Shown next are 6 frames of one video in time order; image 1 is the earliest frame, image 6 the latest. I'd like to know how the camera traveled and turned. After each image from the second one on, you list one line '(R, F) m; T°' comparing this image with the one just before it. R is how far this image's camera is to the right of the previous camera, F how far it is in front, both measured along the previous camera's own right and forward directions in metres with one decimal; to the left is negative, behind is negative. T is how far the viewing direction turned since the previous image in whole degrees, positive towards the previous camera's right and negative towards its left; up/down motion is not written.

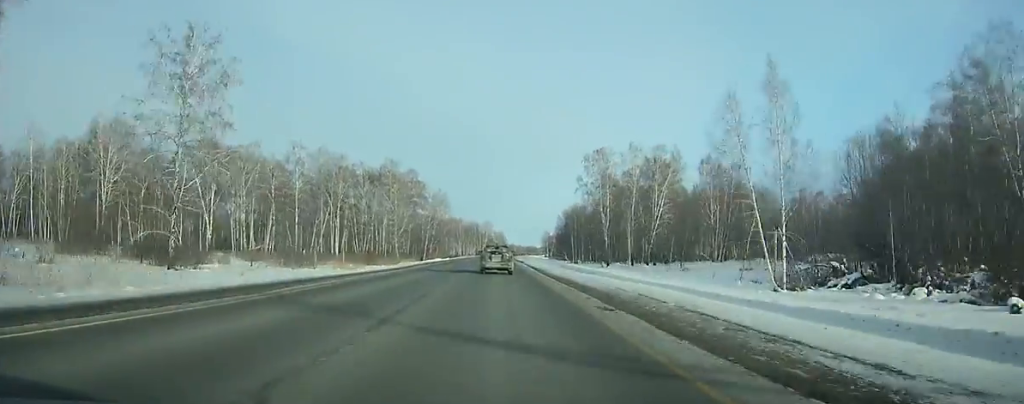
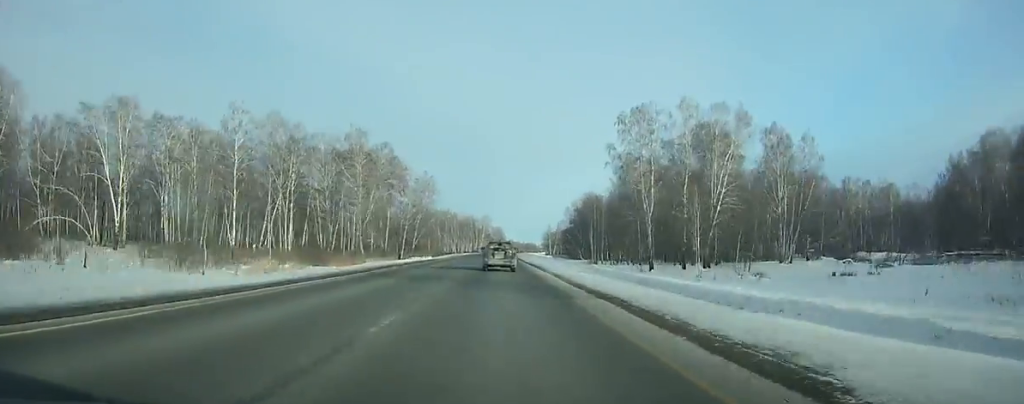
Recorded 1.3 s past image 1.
(-0.1, +36.0) m; 0°
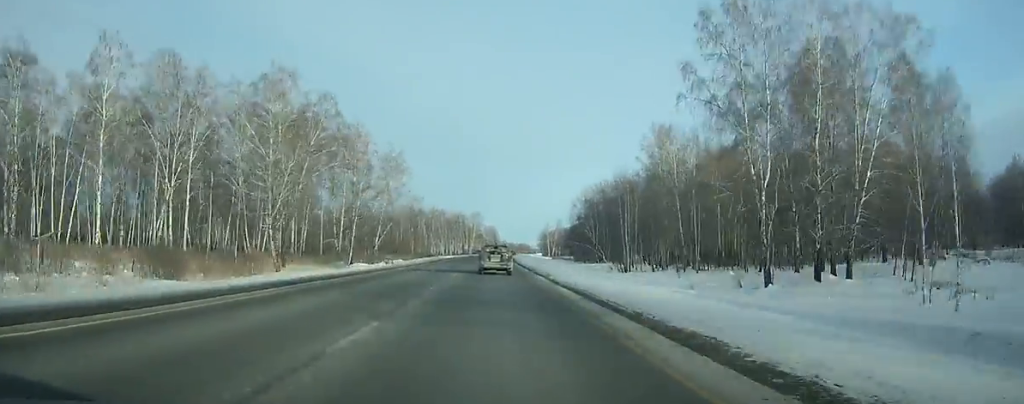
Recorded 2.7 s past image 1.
(+0.2, +37.1) m; 0°
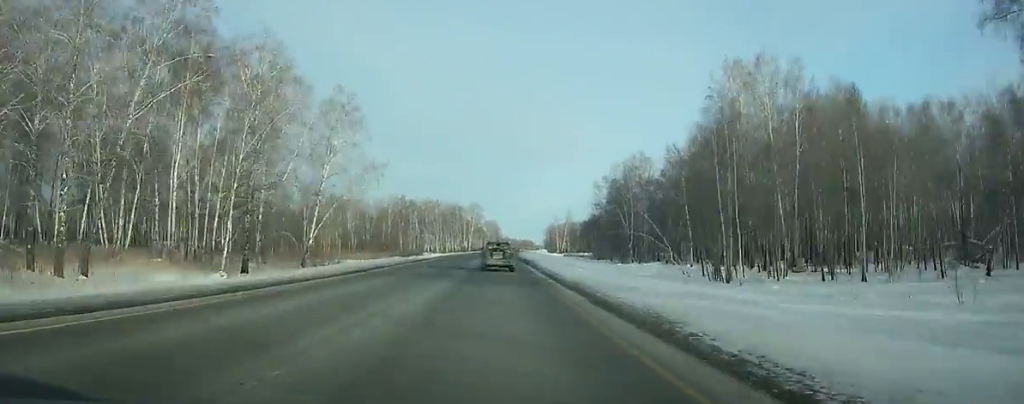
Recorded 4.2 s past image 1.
(0.0, +39.8) m; 0°
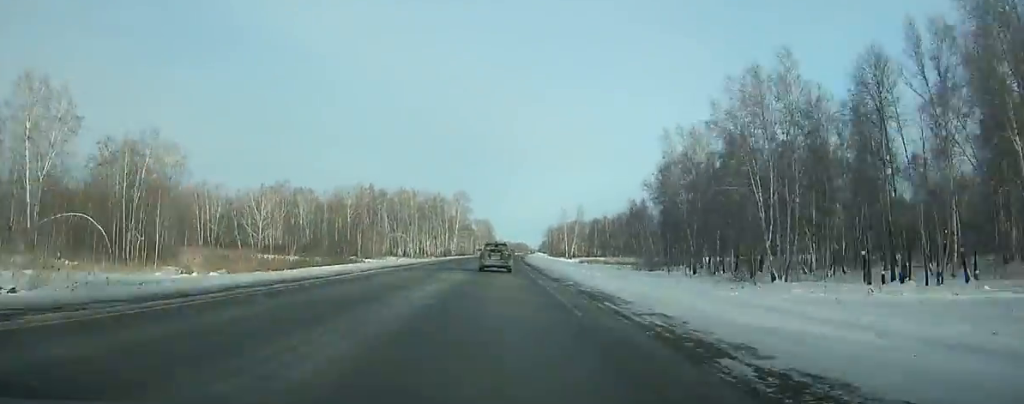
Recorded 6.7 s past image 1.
(+0.2, +64.0) m; +1°
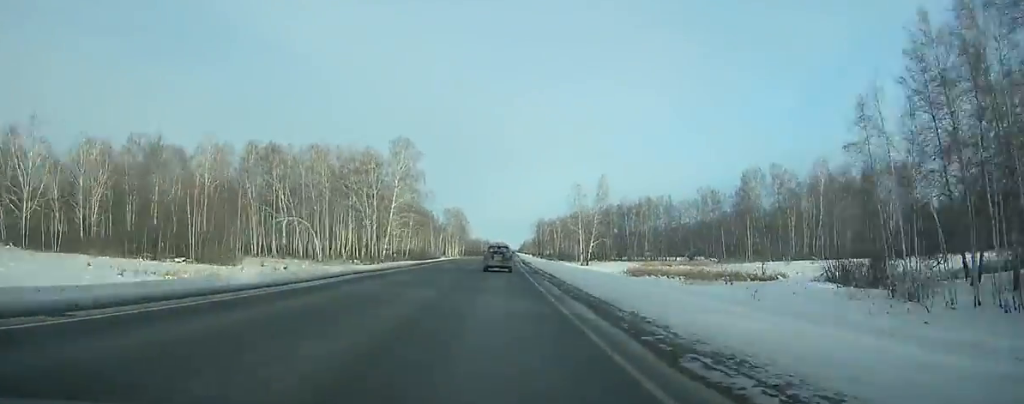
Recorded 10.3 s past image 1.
(+1.0, +91.0) m; +2°
